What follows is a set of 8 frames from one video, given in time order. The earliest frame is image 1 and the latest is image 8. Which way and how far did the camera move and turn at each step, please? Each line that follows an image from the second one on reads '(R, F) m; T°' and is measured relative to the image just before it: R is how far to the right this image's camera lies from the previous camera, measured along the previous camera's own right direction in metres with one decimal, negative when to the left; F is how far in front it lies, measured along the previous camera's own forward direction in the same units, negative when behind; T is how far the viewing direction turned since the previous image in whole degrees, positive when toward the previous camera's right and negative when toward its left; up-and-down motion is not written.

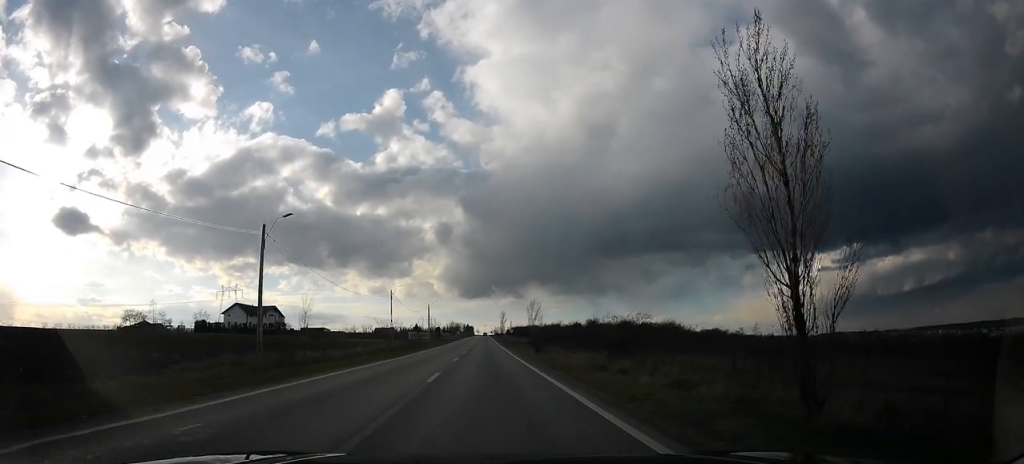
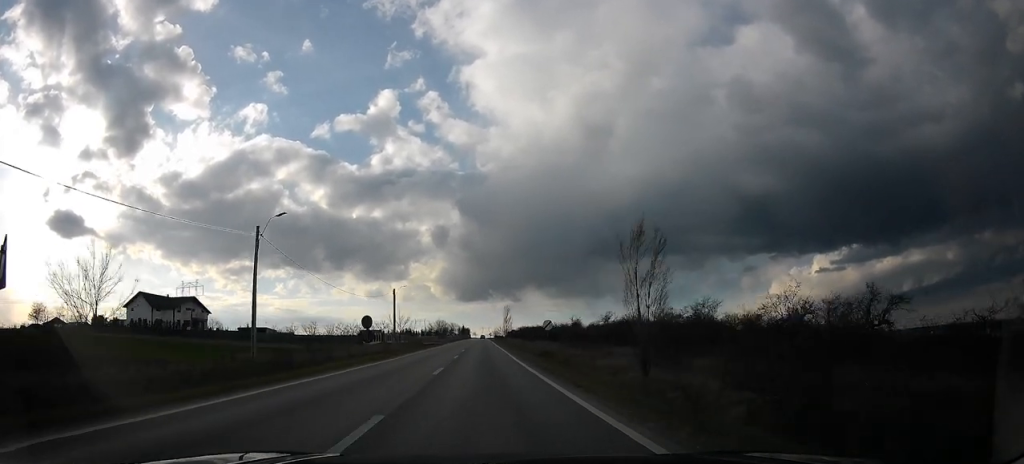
(-0.2, +43.9) m; -2°
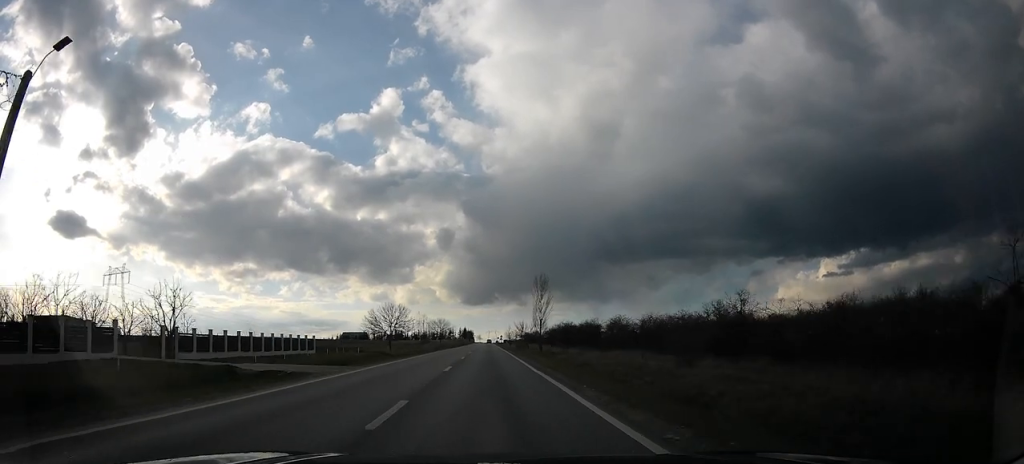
(-1.8, +68.5) m; -2°
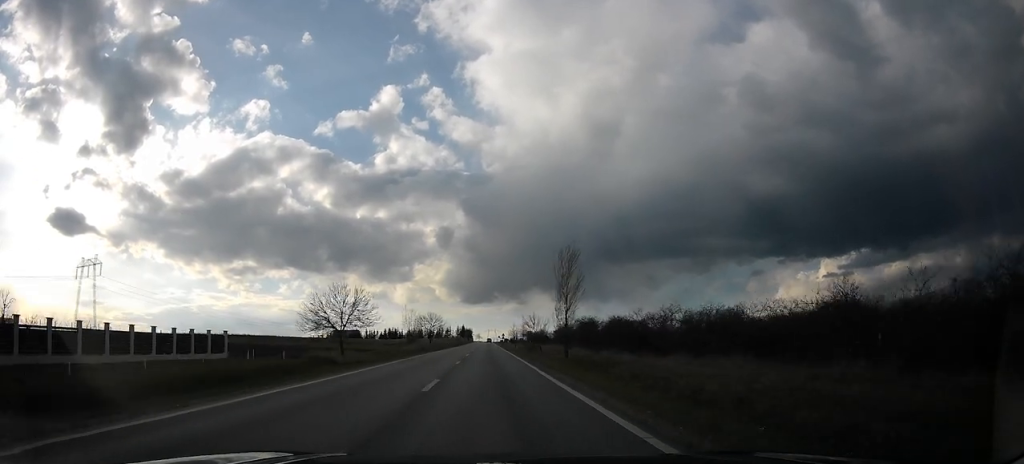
(0.0, +18.6) m; 0°
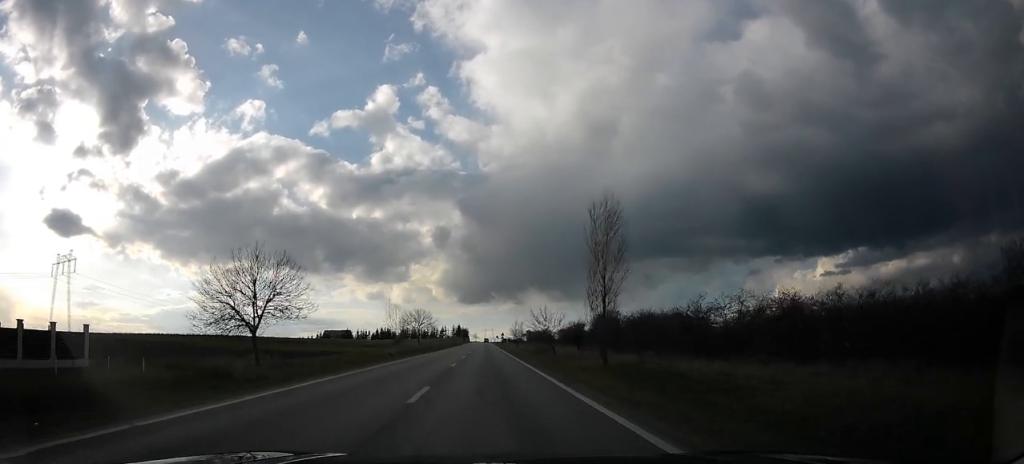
(0.0, +13.7) m; 0°
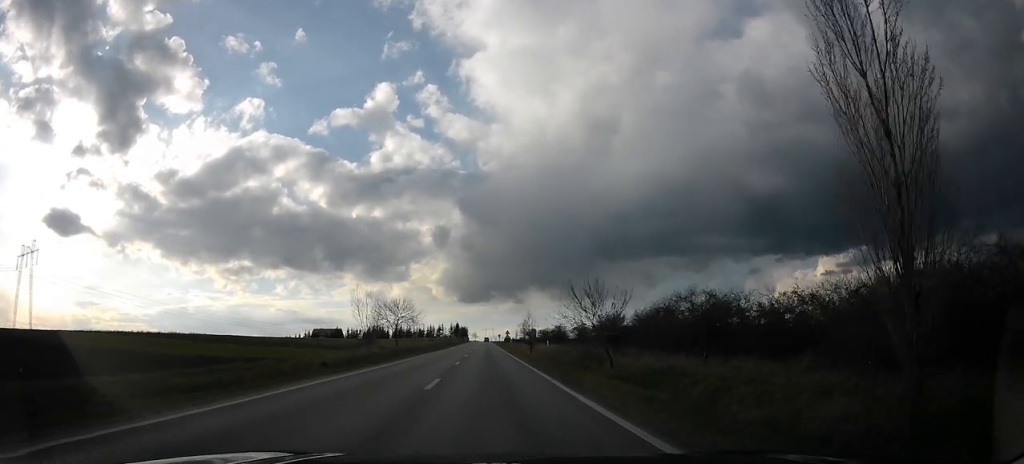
(0.0, +19.6) m; 0°
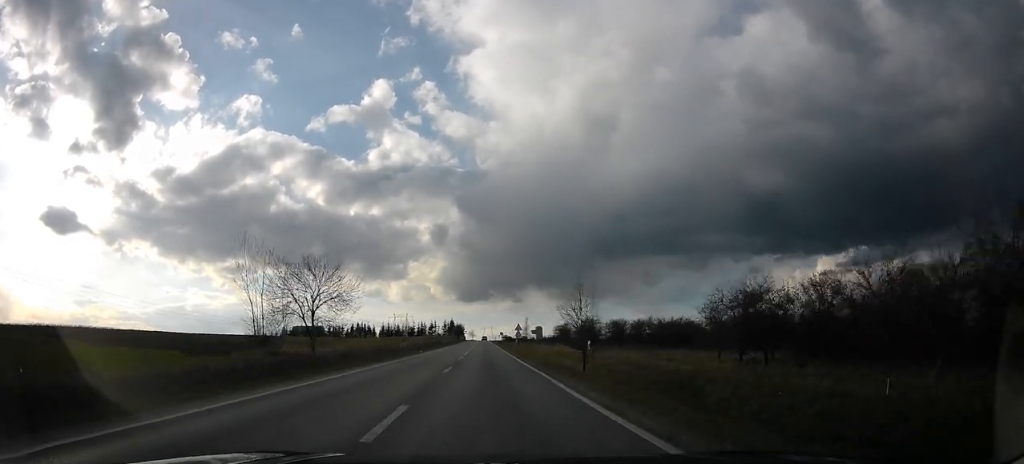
(+0.1, +29.3) m; +1°
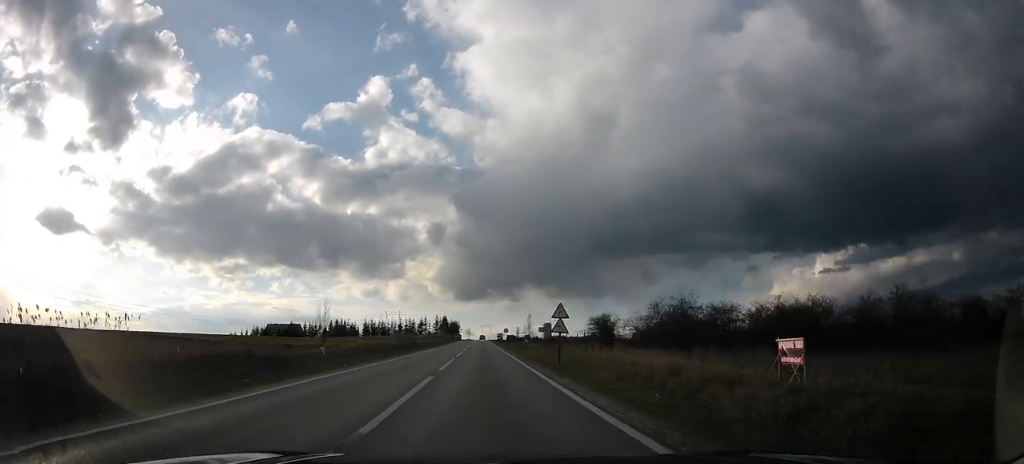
(+0.4, +30.0) m; +1°
